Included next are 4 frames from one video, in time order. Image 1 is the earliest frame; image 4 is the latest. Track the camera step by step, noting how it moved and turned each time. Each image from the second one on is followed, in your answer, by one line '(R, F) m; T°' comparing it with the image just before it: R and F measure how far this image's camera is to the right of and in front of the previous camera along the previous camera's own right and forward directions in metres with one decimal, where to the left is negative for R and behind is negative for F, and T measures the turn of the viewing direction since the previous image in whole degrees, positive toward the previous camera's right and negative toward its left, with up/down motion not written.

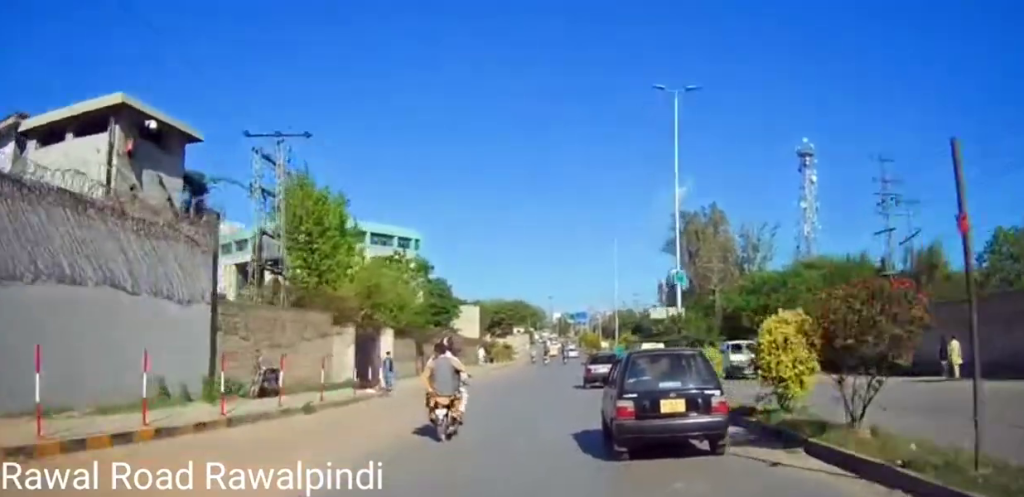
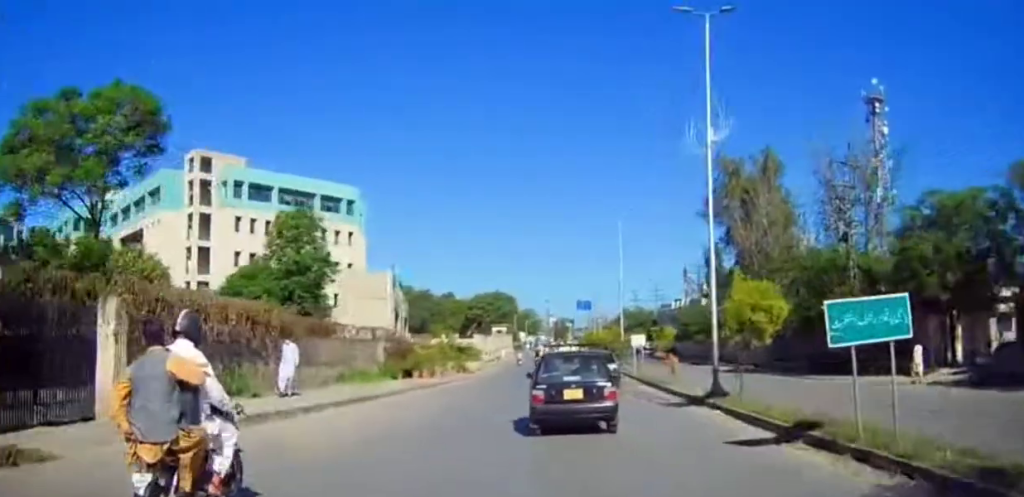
(-0.6, +37.0) m; -2°
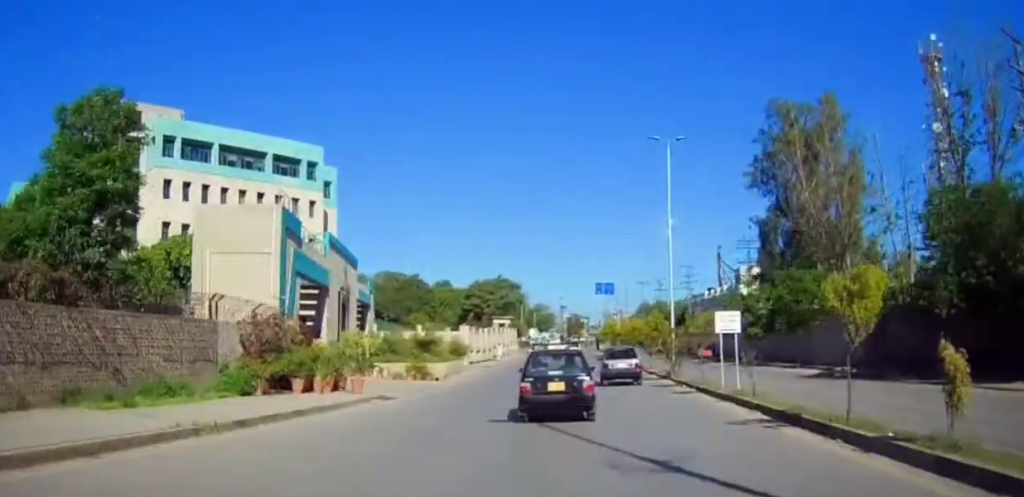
(0.0, +17.1) m; 0°
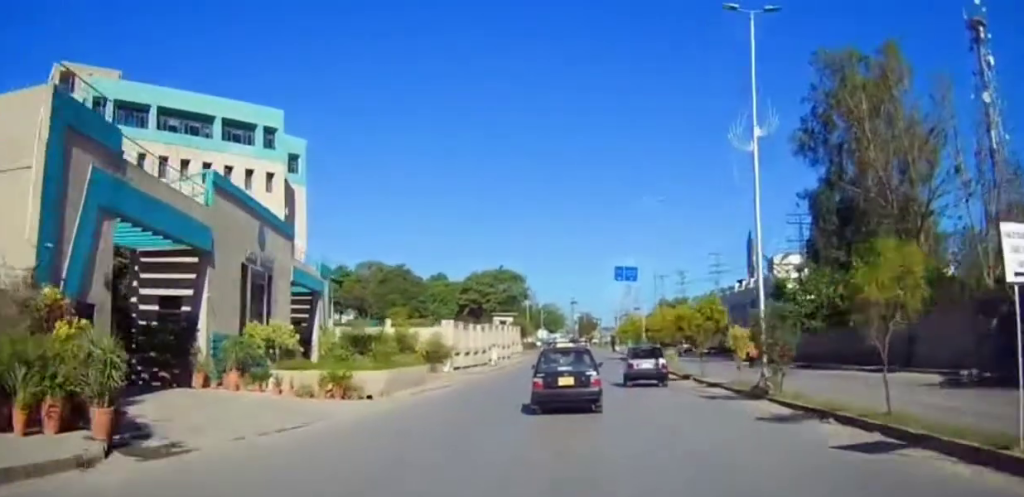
(0.0, +12.3) m; 0°
